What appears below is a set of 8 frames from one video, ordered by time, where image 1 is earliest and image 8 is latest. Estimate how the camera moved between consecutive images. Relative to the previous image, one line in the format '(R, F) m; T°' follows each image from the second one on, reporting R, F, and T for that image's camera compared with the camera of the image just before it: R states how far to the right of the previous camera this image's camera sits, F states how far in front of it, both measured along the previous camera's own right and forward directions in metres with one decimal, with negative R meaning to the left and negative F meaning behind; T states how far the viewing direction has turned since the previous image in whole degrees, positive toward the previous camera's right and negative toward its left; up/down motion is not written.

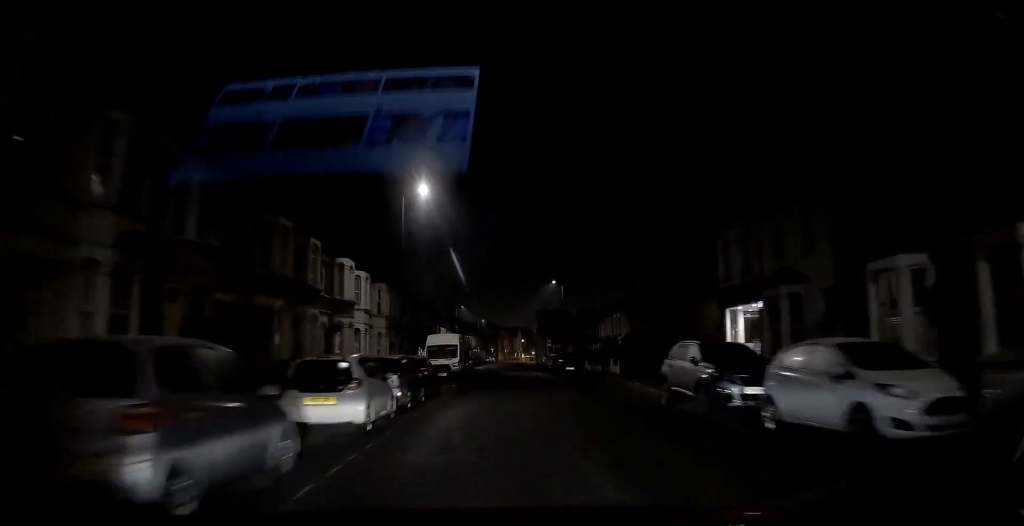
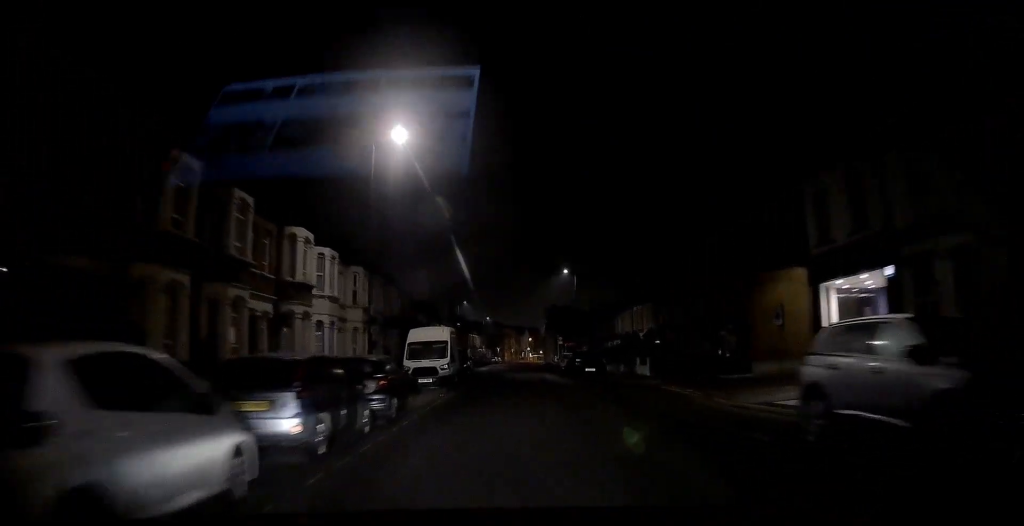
(+0.1, +7.4) m; 0°
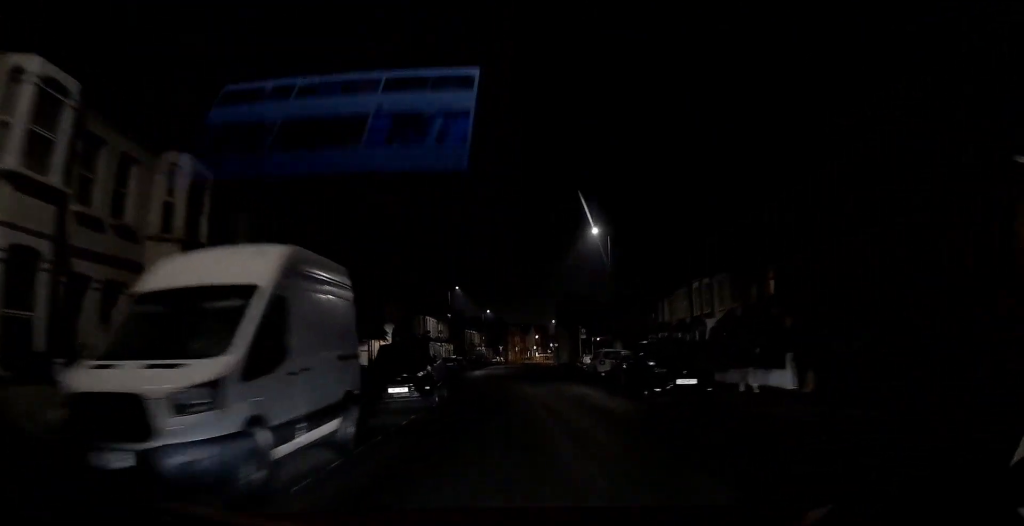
(0.0, +18.0) m; -1°
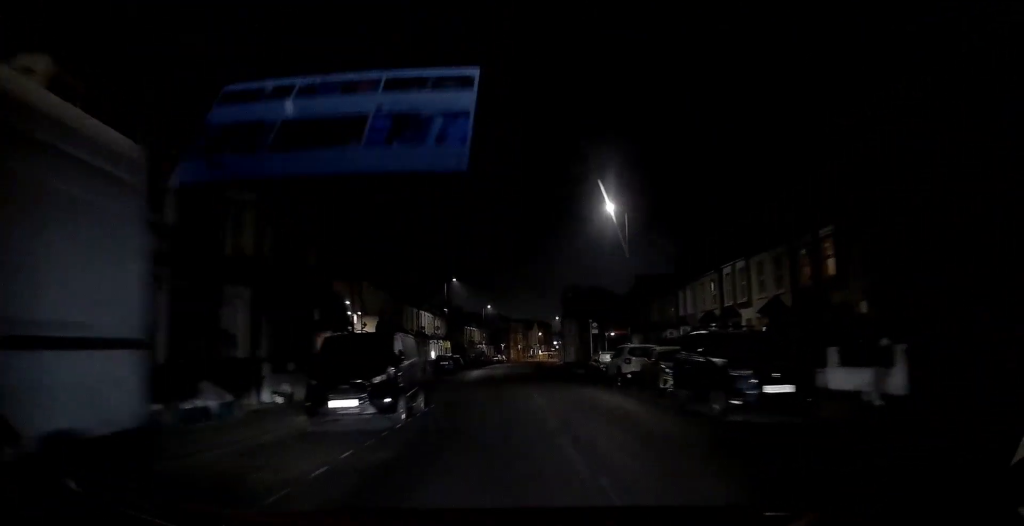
(-0.1, +5.5) m; 0°
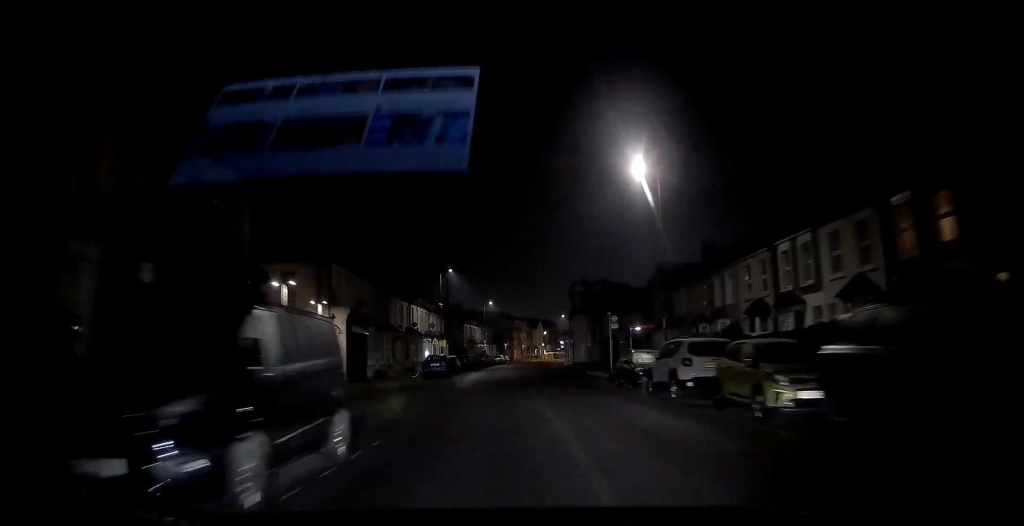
(0.0, +7.3) m; -1°
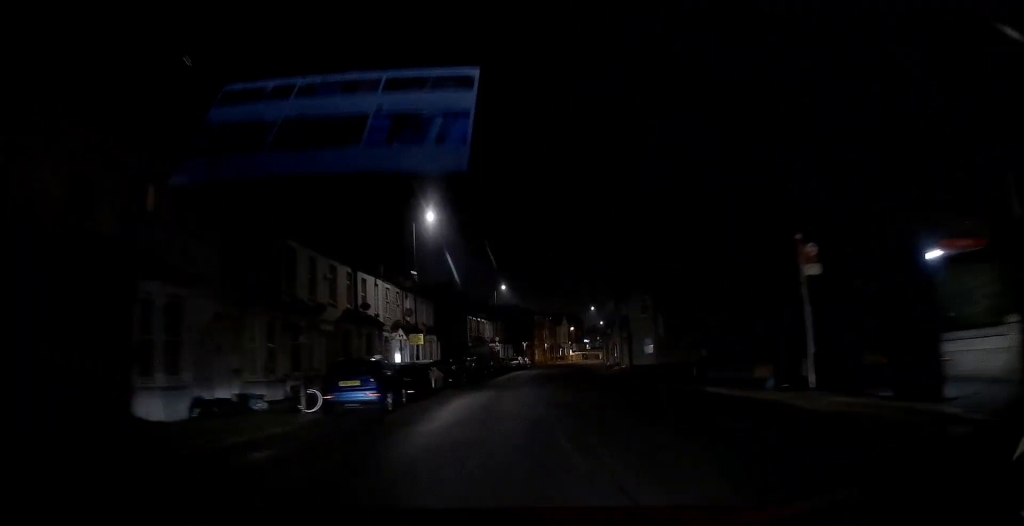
(-0.4, +26.1) m; -2°
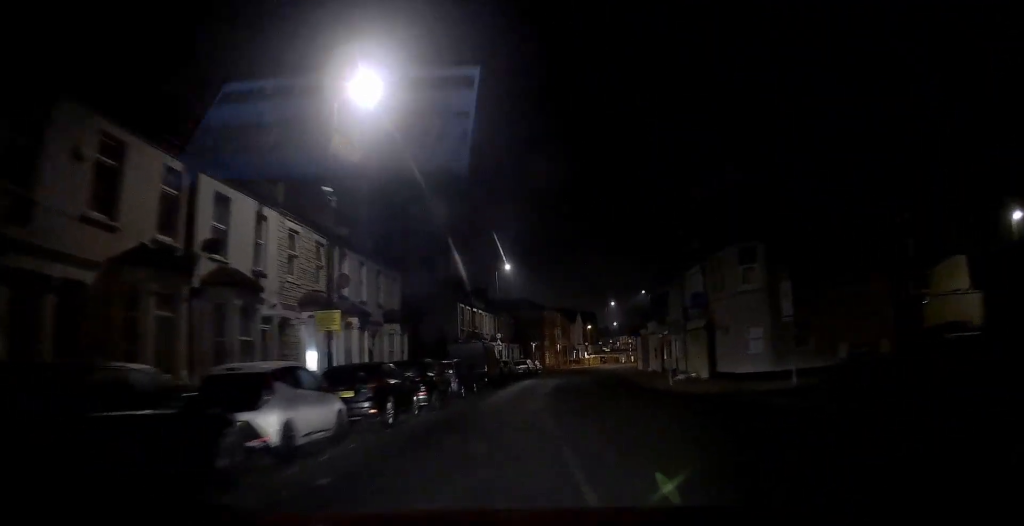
(-0.2, +18.5) m; -1°
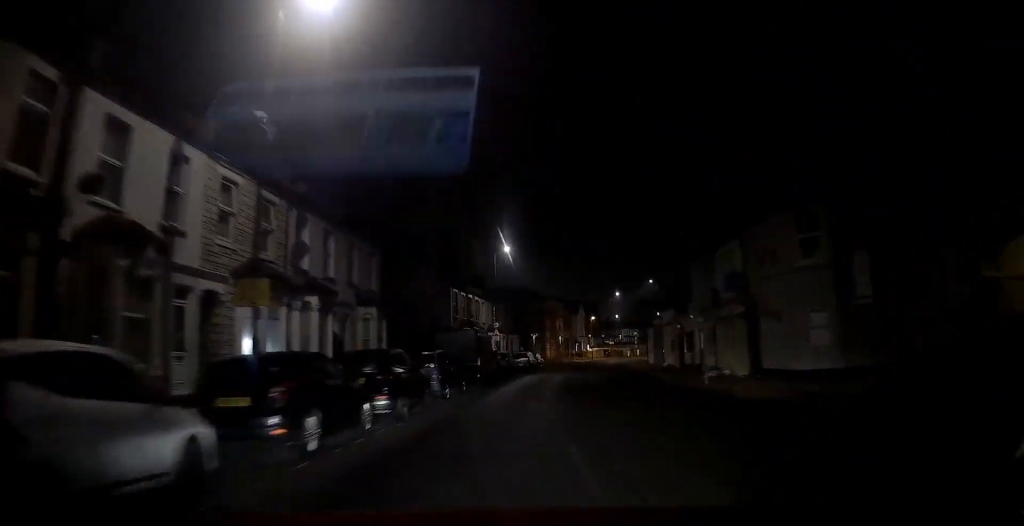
(0.0, +5.4) m; 0°
